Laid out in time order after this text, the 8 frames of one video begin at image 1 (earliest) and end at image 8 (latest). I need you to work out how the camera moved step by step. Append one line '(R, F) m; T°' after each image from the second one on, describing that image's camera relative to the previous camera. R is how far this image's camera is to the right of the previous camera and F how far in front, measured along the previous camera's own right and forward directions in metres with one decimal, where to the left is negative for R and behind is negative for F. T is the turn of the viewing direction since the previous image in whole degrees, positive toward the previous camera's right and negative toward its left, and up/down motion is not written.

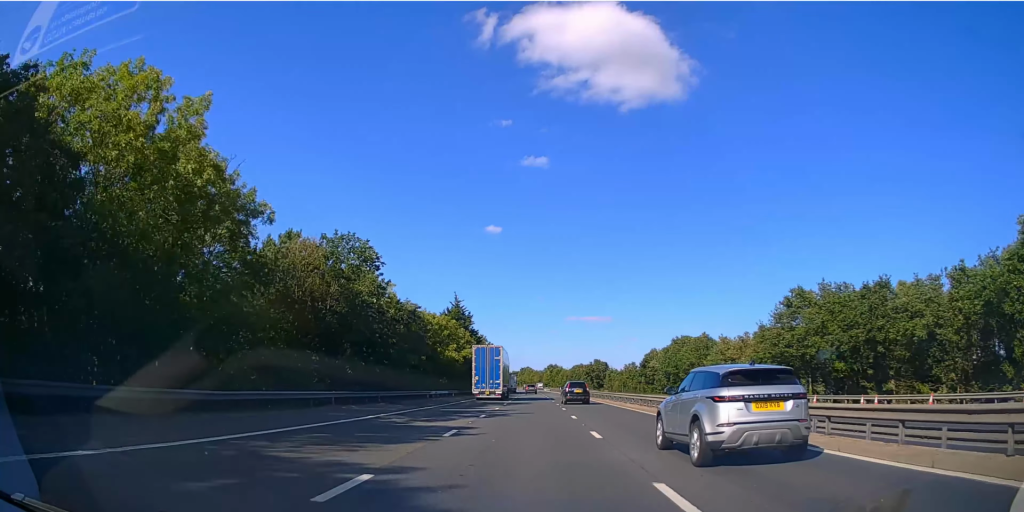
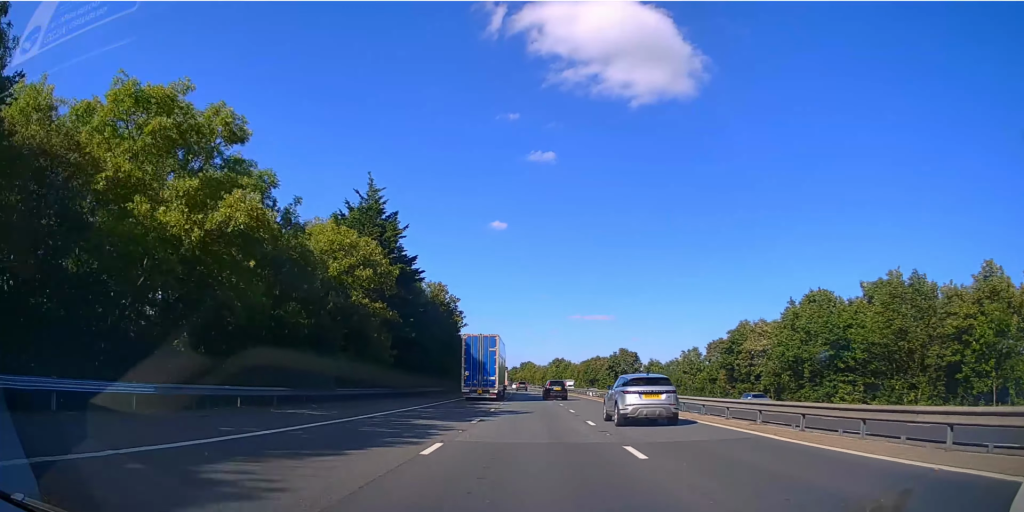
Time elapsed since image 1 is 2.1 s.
(-0.1, +58.5) m; -1°
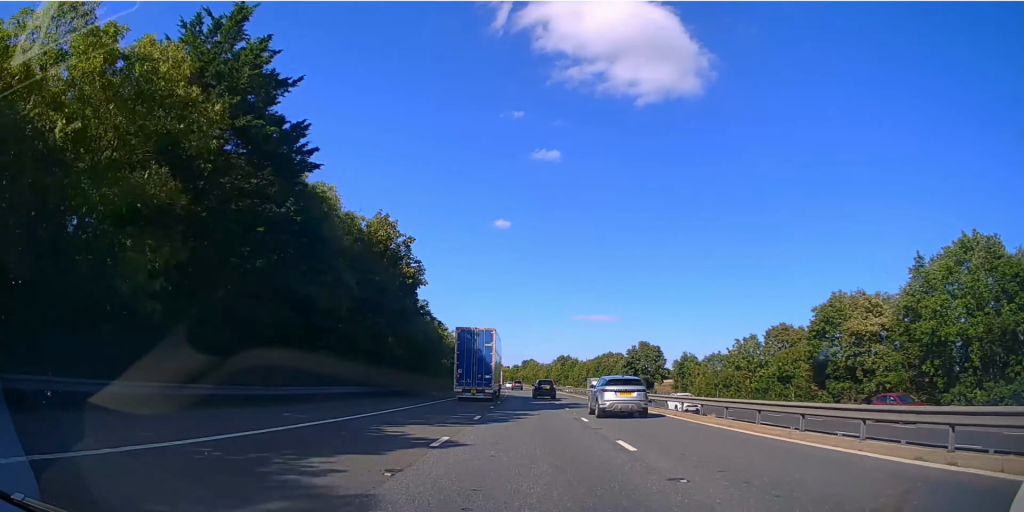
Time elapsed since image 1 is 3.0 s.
(0.0, +26.1) m; 0°
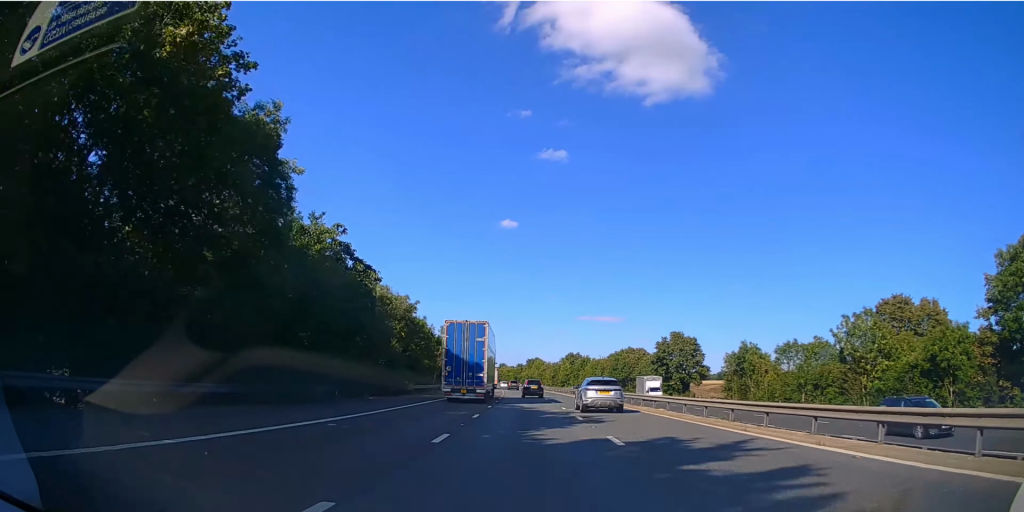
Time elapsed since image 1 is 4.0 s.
(0.0, +26.8) m; 0°
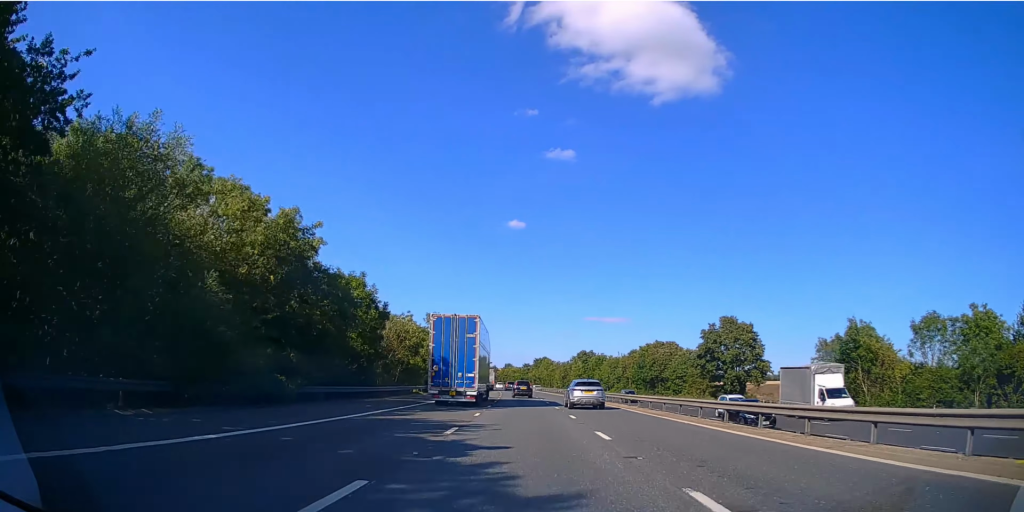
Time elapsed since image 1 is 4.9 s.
(-0.2, +25.8) m; -1°
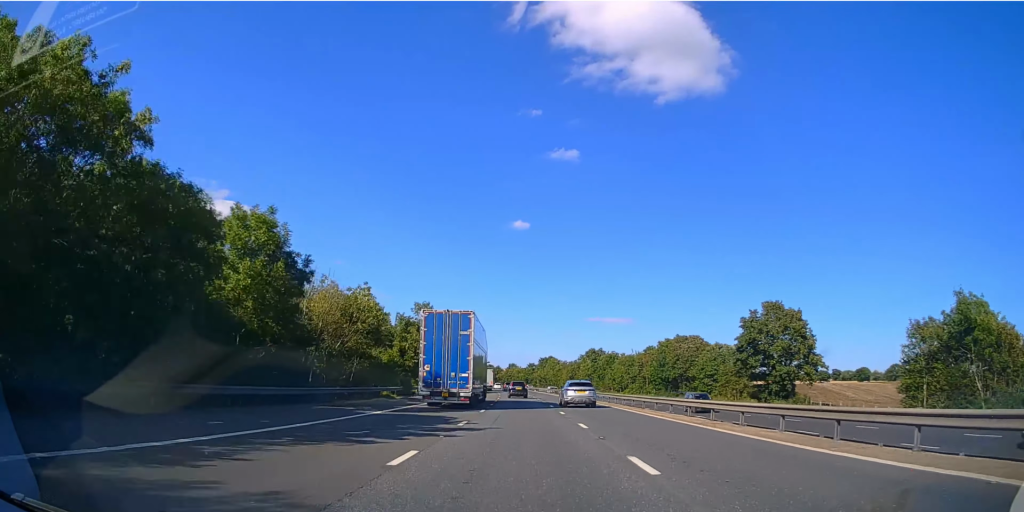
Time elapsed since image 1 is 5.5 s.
(0.0, +14.7) m; -1°
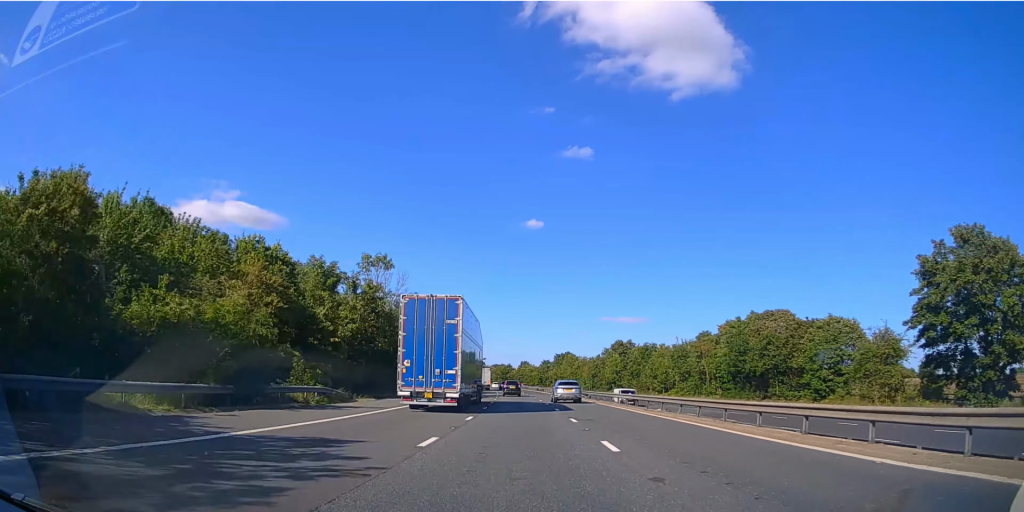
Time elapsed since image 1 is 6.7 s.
(-0.3, +33.1) m; -1°
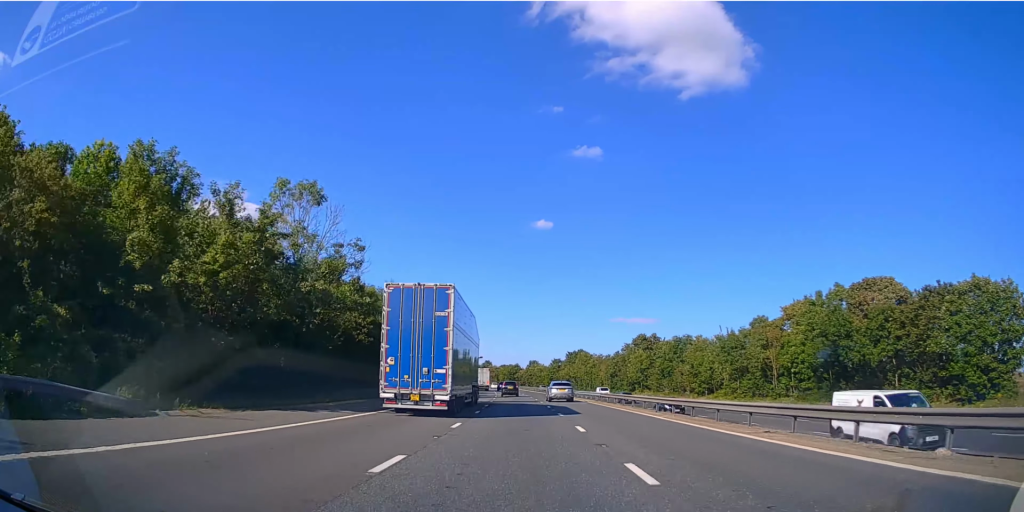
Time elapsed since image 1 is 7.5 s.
(0.0, +22.0) m; -1°
